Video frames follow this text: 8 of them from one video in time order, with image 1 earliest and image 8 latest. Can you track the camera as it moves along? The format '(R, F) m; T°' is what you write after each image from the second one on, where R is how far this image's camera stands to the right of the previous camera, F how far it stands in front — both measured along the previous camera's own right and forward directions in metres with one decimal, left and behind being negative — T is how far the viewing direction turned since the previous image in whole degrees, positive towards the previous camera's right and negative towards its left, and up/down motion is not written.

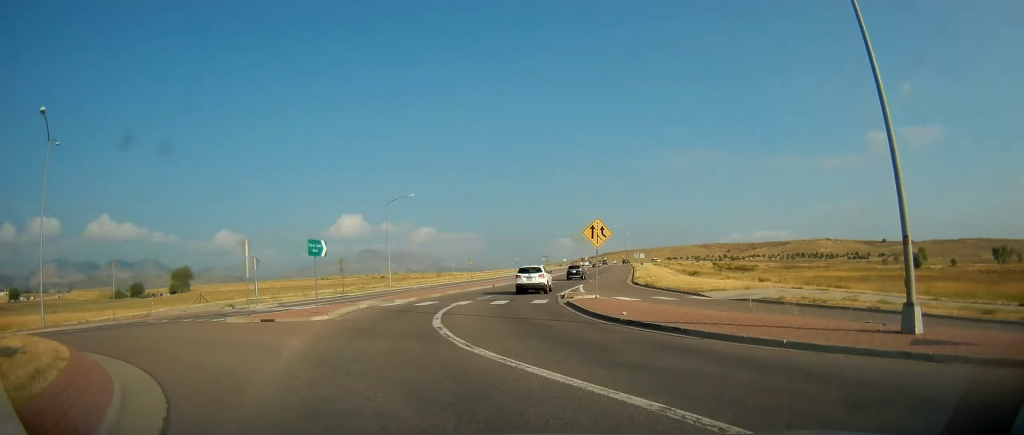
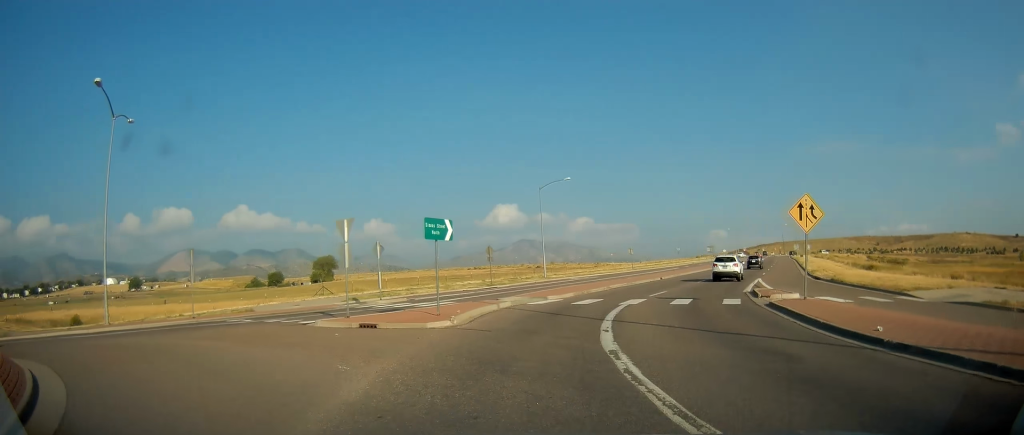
(-0.6, +5.6) m; -11°
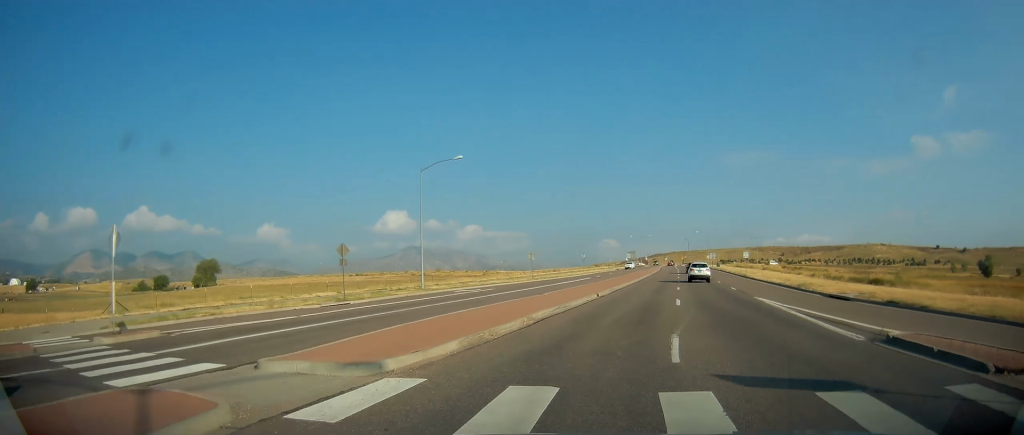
(-0.9, +15.9) m; +5°
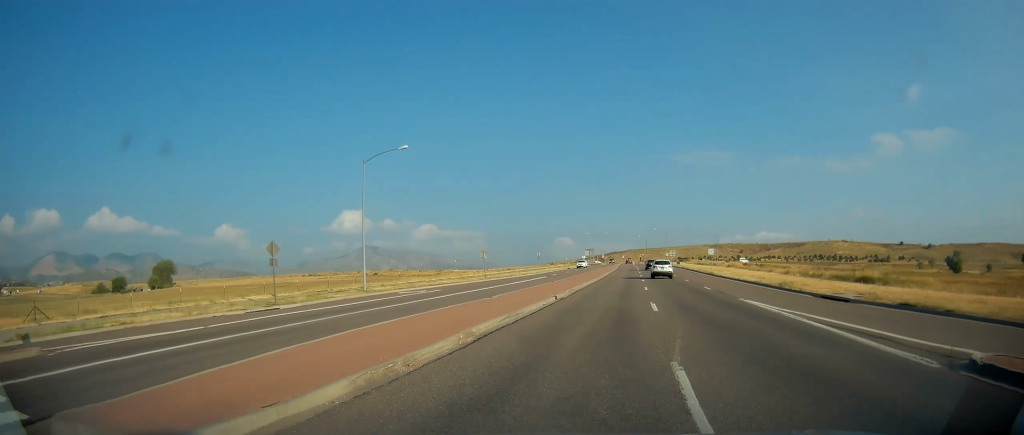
(+0.4, +3.9) m; +3°
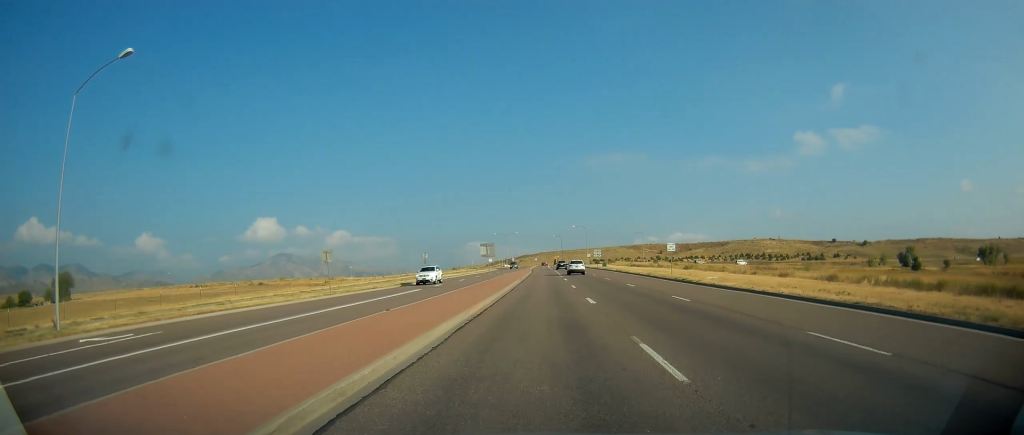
(+2.6, +24.0) m; +10°
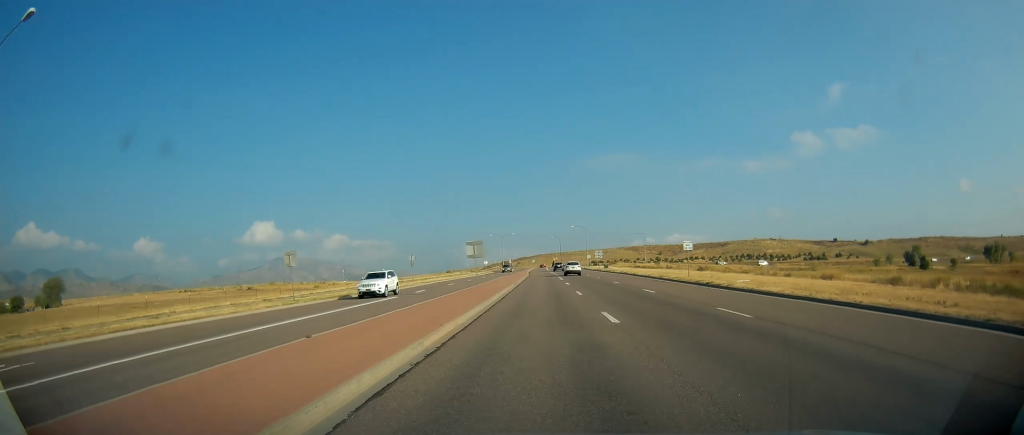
(+0.1, +6.5) m; +1°
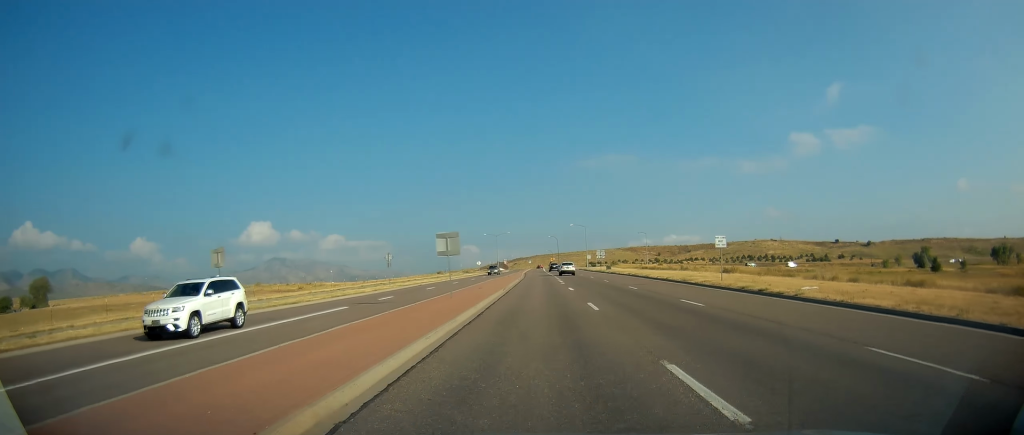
(+0.2, +9.0) m; -1°
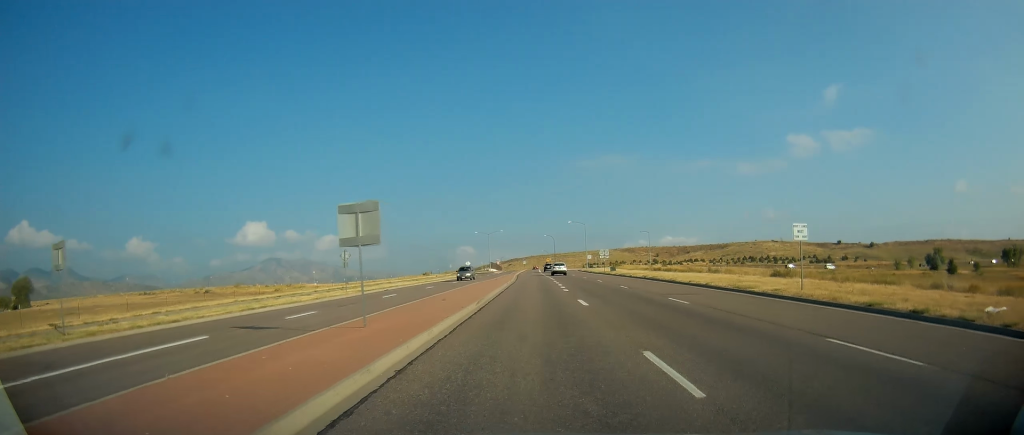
(-0.2, +12.2) m; 0°
